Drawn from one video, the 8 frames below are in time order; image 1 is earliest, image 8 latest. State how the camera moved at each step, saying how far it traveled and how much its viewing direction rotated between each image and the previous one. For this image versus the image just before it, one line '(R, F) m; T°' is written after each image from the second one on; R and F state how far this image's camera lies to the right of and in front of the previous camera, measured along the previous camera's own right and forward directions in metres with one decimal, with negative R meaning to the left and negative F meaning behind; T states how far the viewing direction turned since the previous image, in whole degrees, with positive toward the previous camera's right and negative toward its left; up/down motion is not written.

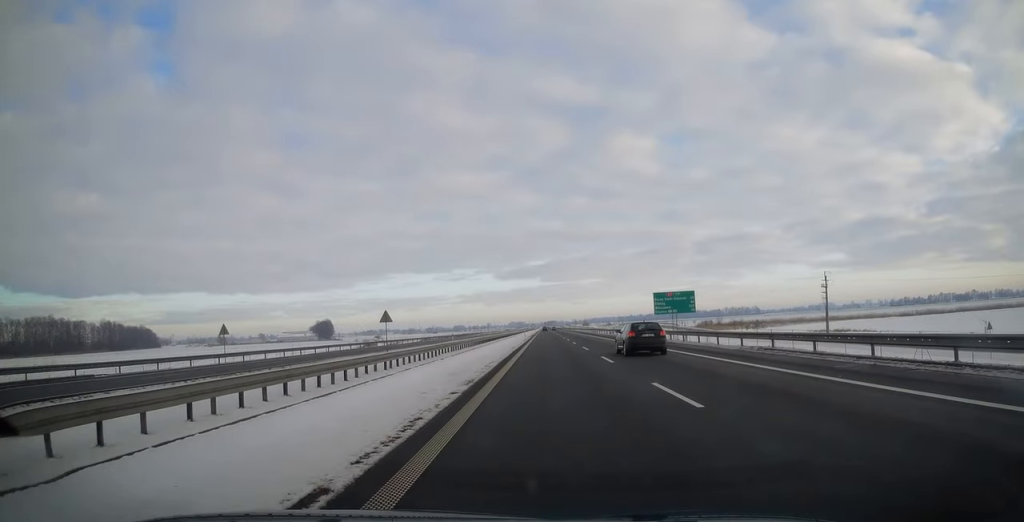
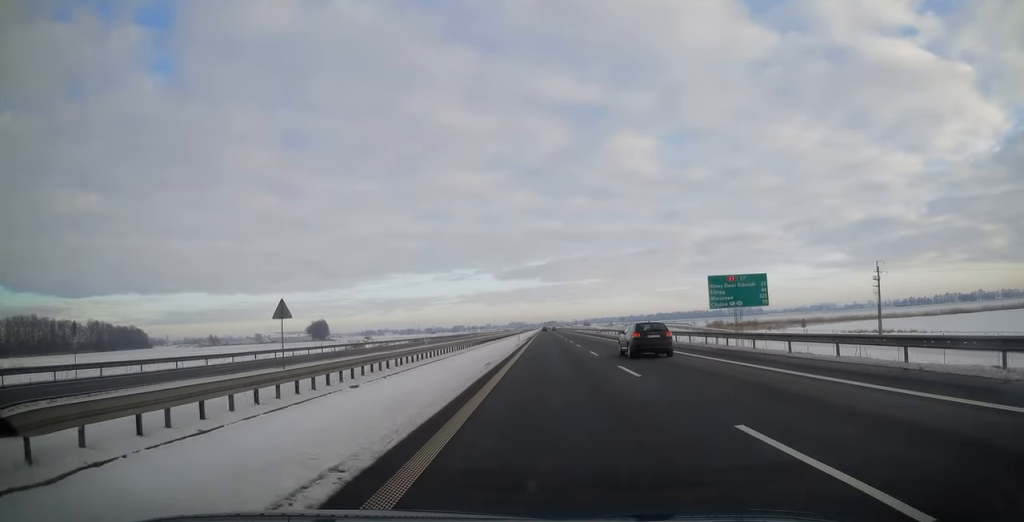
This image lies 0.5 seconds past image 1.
(-0.1, +17.8) m; 0°
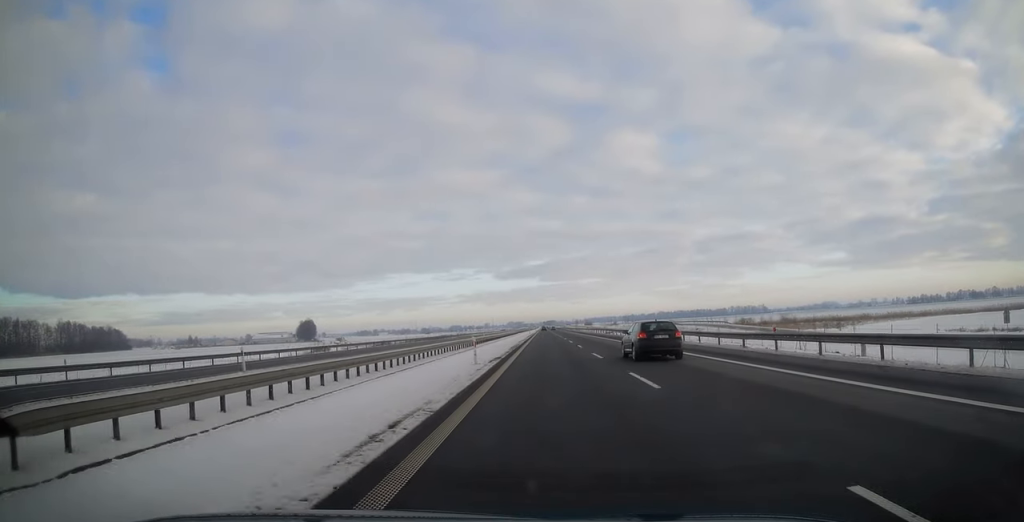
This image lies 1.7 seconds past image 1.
(+0.3, +38.9) m; 0°
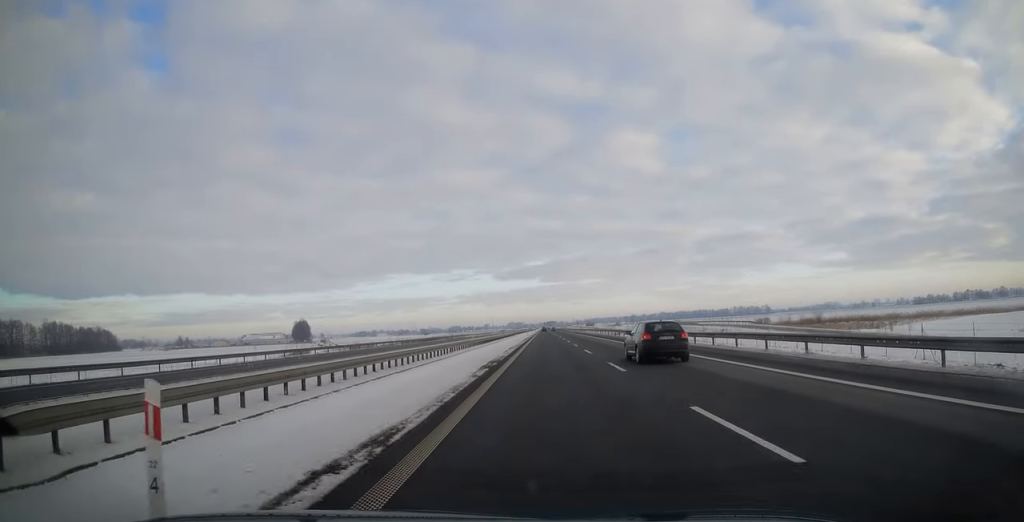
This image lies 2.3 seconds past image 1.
(-0.2, +18.9) m; 0°
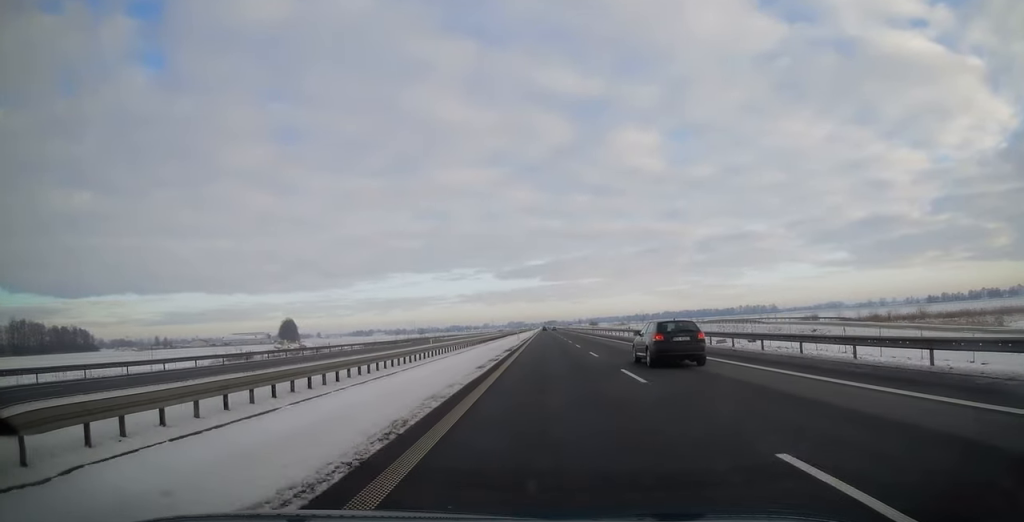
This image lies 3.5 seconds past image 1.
(-0.2, +39.4) m; 0°
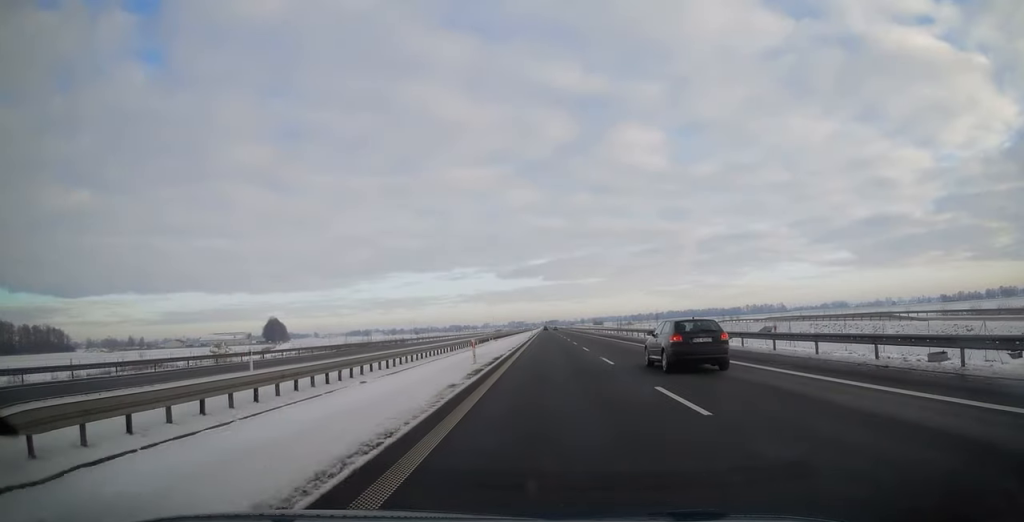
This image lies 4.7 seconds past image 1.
(0.0, +41.1) m; +1°
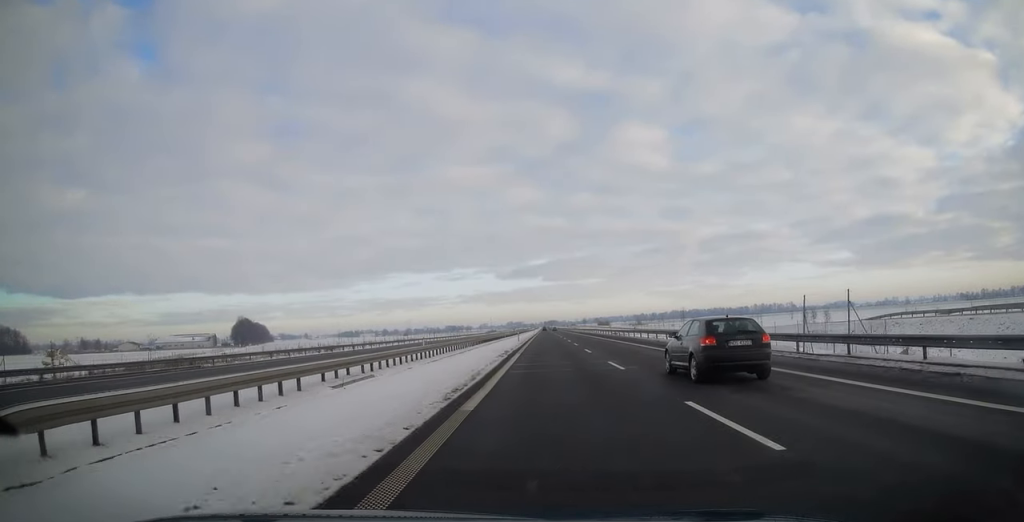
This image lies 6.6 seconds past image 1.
(+0.1, +62.2) m; -1°
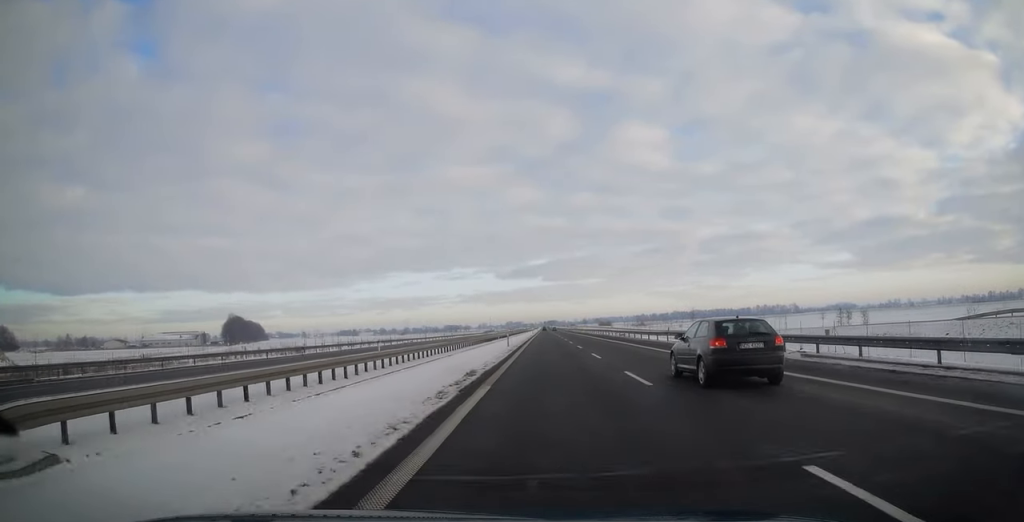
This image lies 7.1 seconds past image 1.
(0.0, +16.7) m; 0°
